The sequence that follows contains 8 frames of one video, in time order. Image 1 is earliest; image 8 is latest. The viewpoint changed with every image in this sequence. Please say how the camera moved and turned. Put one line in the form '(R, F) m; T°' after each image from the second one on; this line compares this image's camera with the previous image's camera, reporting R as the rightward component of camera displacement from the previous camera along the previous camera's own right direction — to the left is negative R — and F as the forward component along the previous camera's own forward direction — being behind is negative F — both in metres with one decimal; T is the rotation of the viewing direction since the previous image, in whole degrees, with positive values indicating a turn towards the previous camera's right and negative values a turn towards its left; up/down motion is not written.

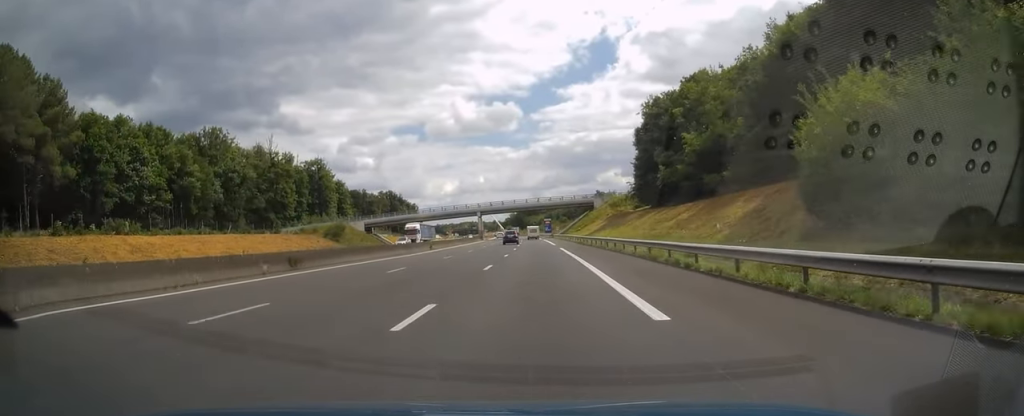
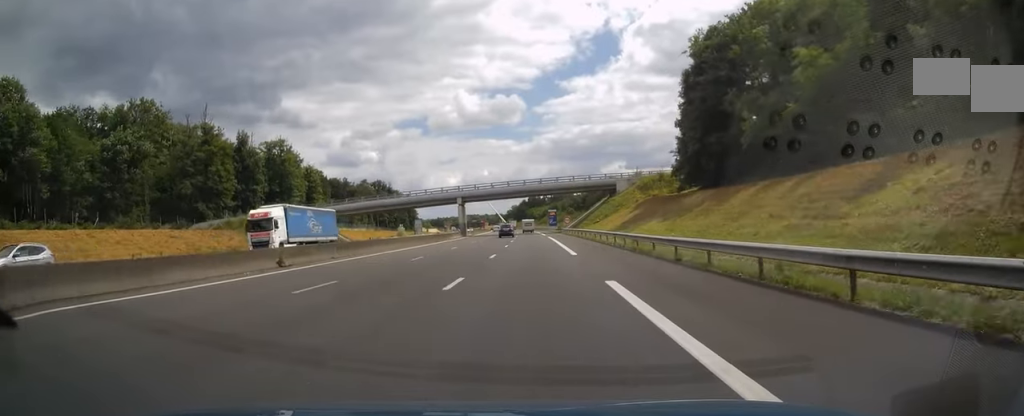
(-0.2, +33.9) m; -1°
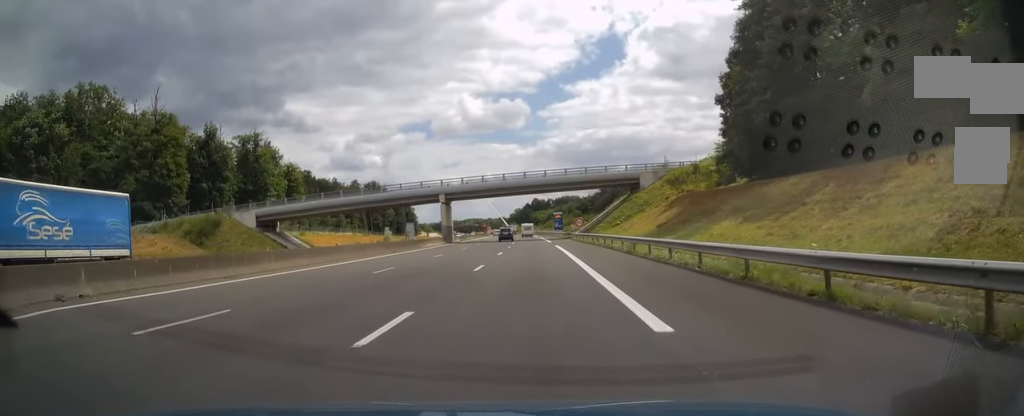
(-0.1, +19.2) m; 0°
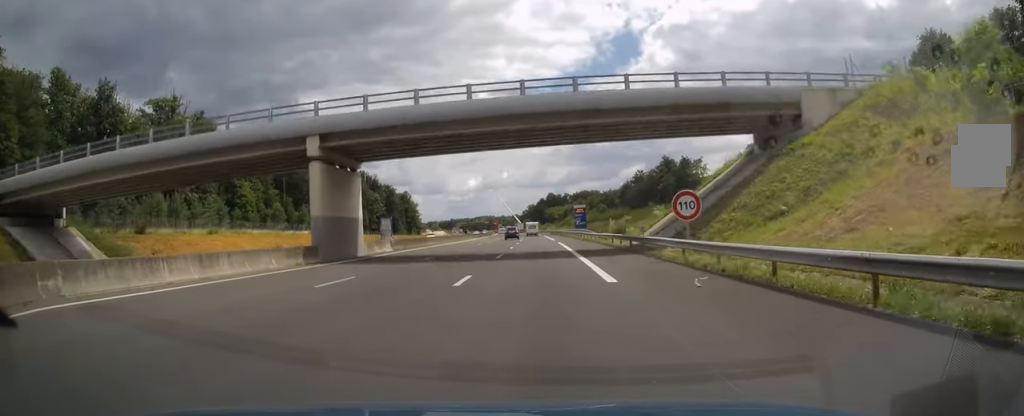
(-0.3, +45.3) m; -1°
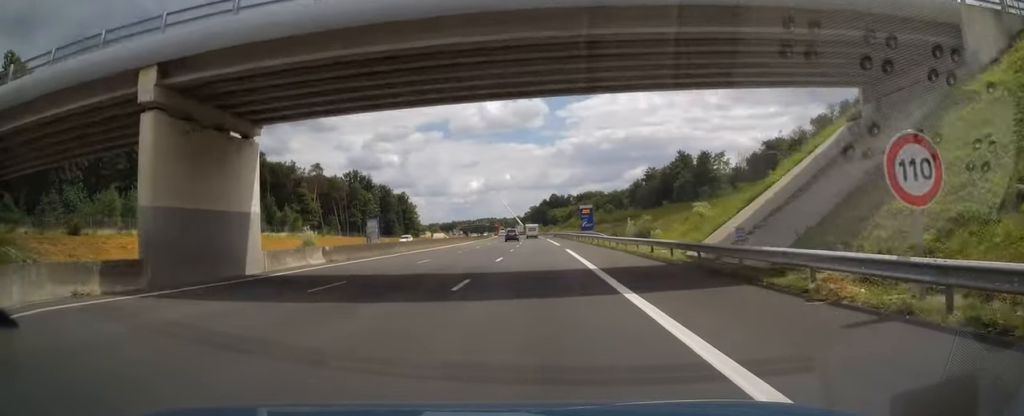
(-0.1, +13.7) m; 0°
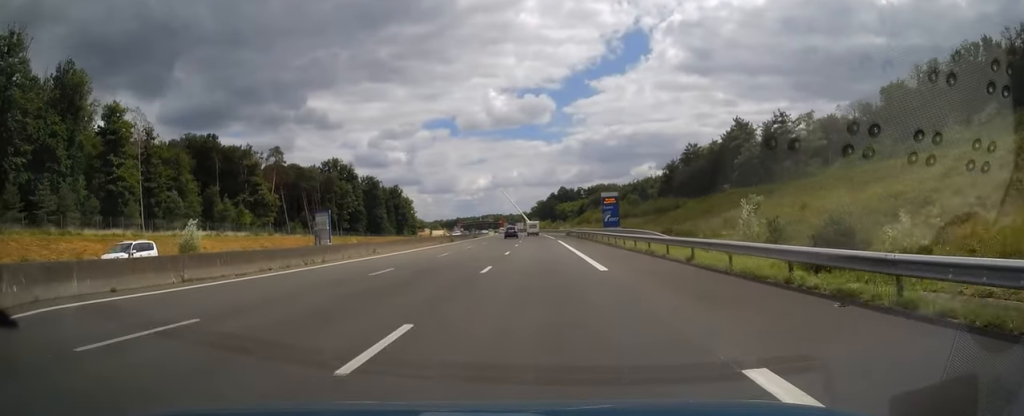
(-0.2, +34.6) m; -1°
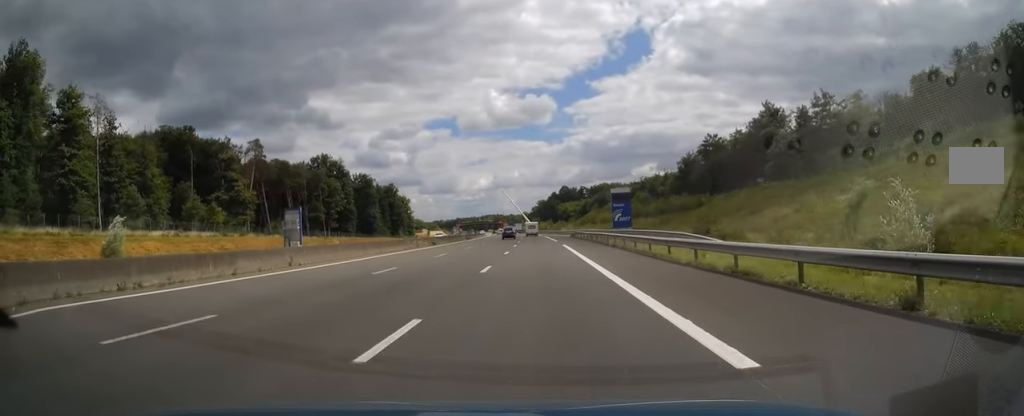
(0.0, +12.6) m; 0°
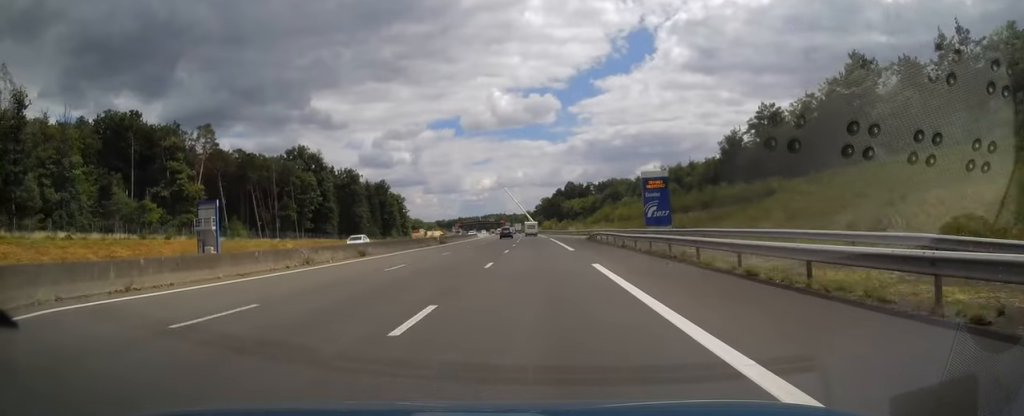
(-0.1, +24.5) m; 0°
